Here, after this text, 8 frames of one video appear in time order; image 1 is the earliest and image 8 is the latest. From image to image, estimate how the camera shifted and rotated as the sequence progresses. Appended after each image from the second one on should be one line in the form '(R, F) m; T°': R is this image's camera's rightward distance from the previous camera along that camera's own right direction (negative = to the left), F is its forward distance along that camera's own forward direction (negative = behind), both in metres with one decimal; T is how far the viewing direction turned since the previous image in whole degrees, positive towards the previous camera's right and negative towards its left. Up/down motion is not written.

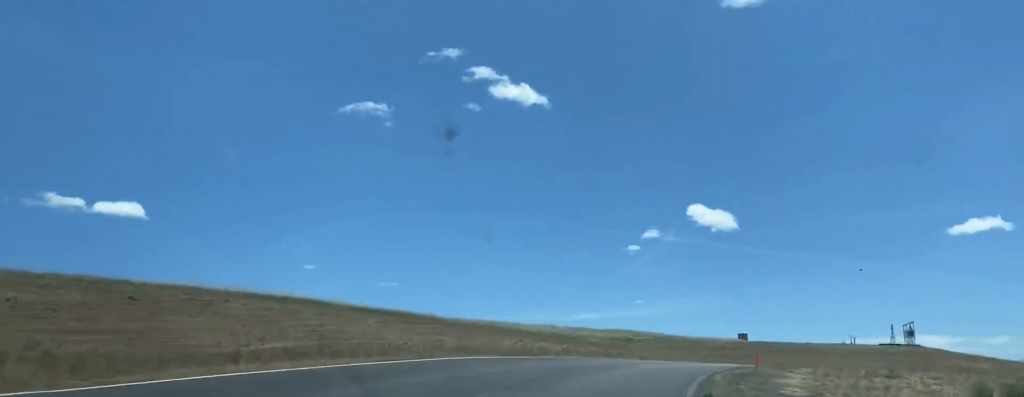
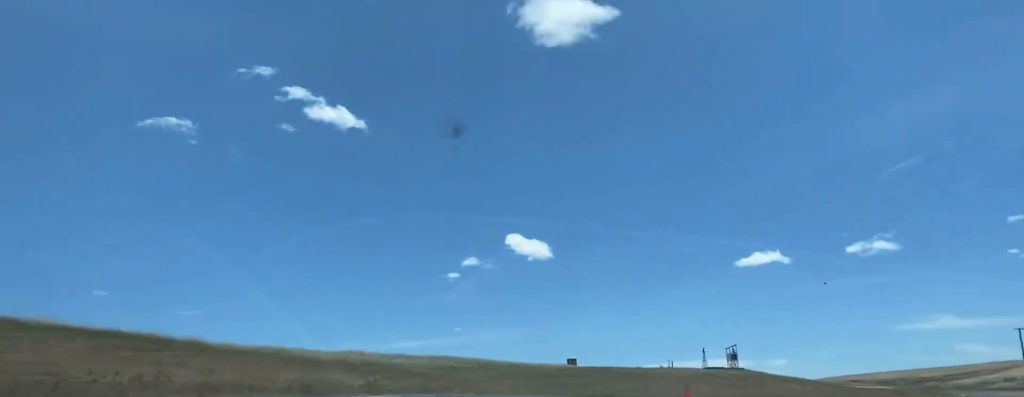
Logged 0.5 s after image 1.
(+2.5, +14.1) m; +11°
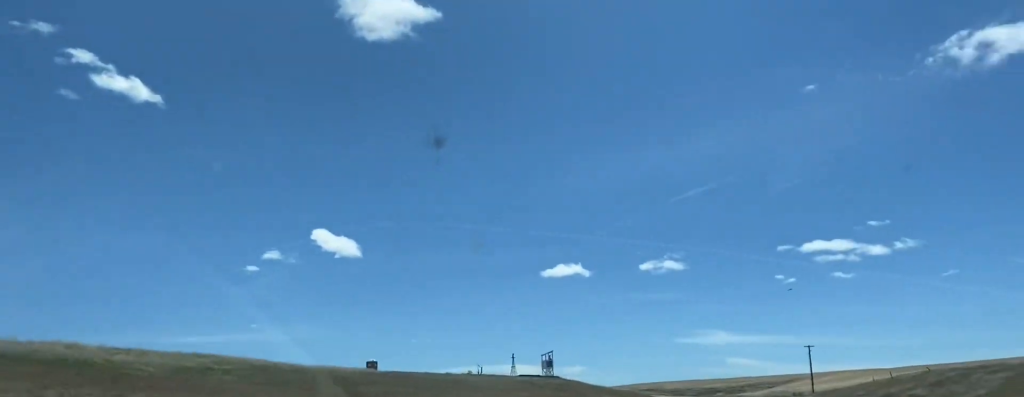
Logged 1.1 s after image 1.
(+0.5, +16.0) m; +13°
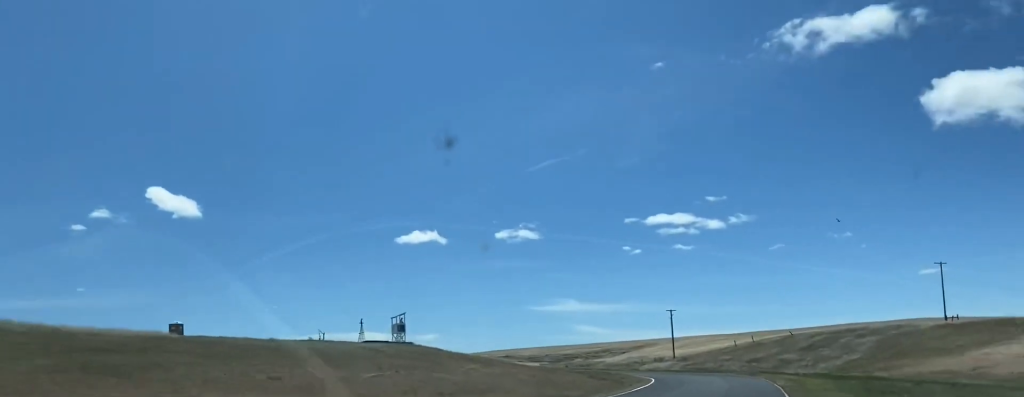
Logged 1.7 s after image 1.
(+3.4, +17.3) m; +13°
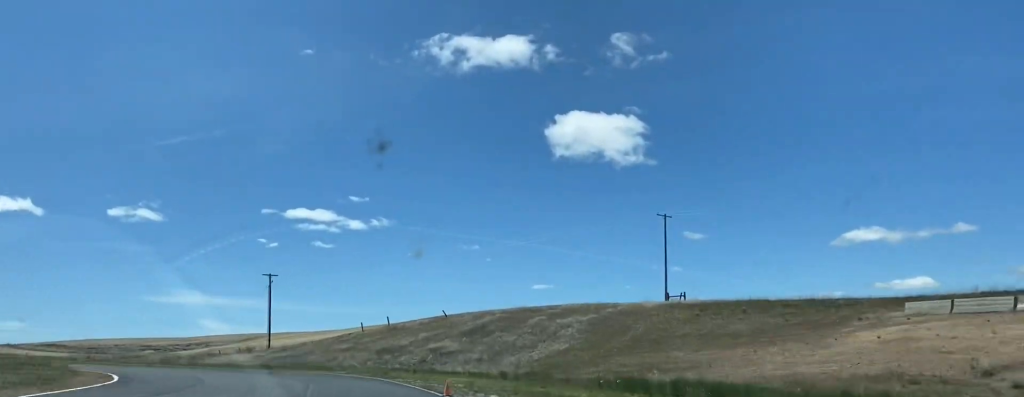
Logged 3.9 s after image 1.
(+16.2, +56.4) m; +17°
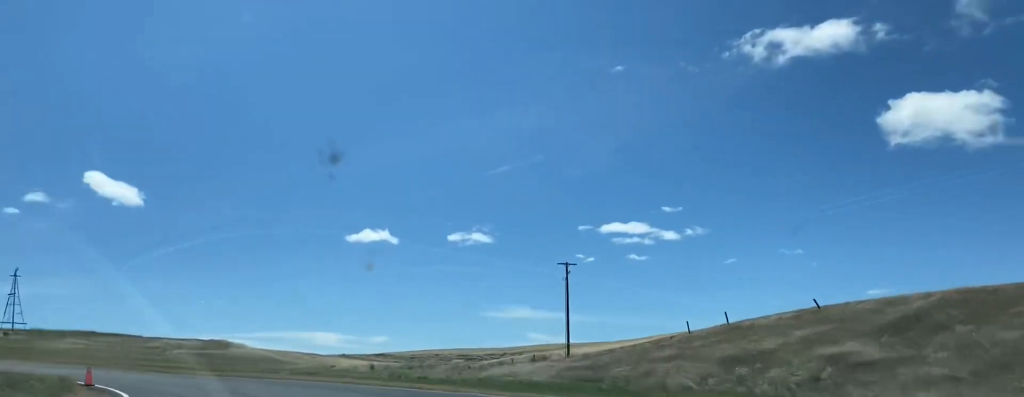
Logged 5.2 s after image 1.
(-4.7, +32.3) m; -19°
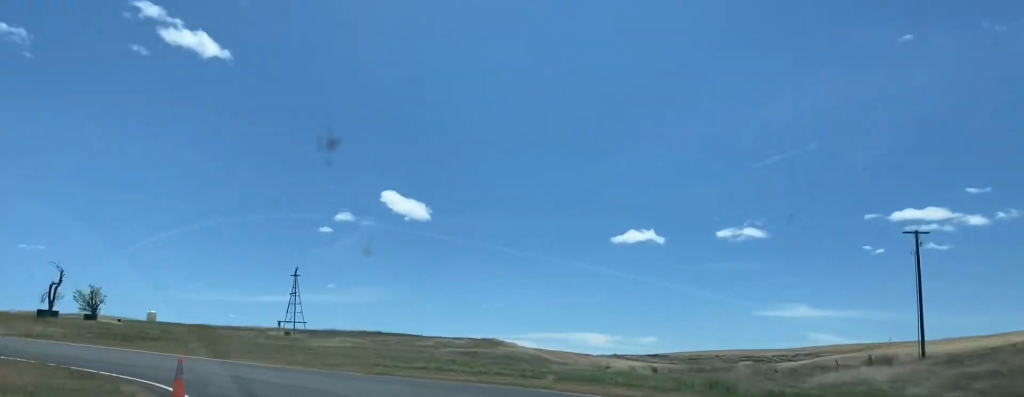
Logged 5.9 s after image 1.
(-1.7, +18.2) m; -16°
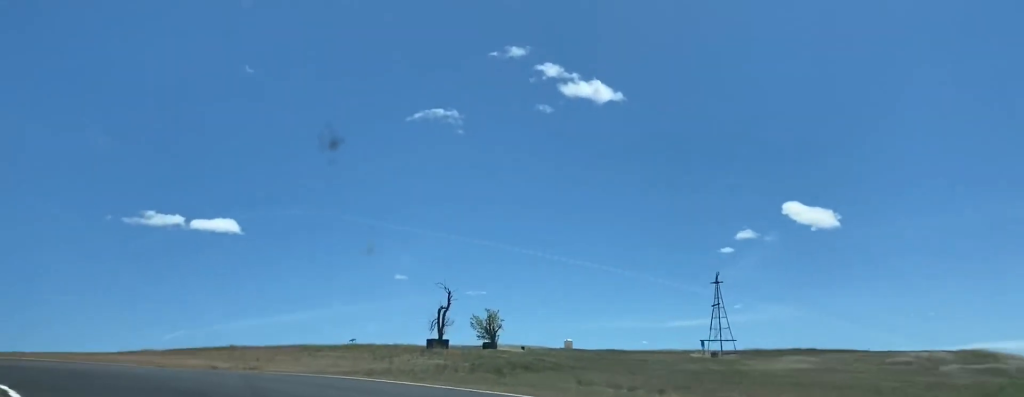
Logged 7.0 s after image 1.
(-5.8, +24.6) m; -29°
